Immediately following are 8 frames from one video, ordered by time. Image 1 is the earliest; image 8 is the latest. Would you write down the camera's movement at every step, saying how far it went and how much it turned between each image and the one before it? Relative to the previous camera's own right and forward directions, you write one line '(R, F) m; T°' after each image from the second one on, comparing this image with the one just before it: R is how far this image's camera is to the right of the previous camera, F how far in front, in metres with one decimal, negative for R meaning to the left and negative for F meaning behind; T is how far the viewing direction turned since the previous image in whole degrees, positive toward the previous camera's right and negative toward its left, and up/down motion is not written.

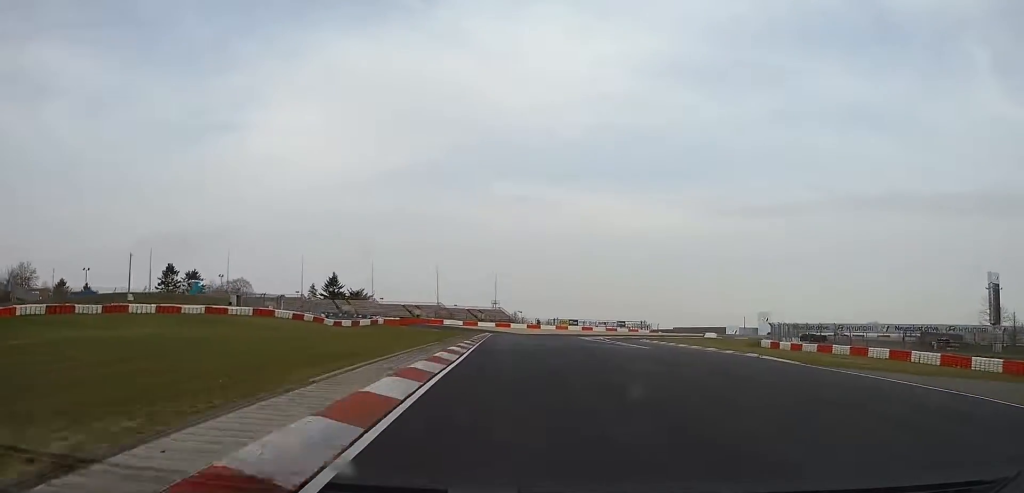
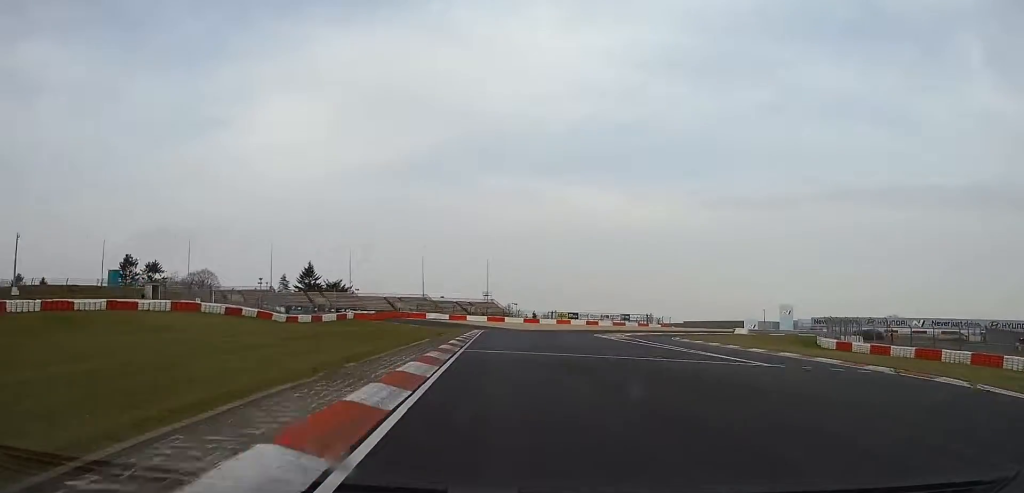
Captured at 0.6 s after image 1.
(+0.8, +21.4) m; +2°
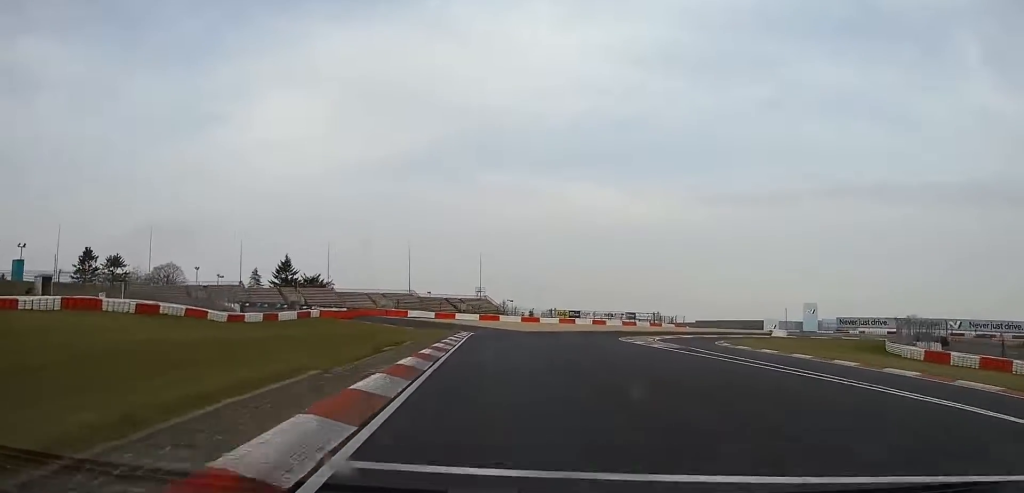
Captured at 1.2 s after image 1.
(+0.3, +18.2) m; +1°
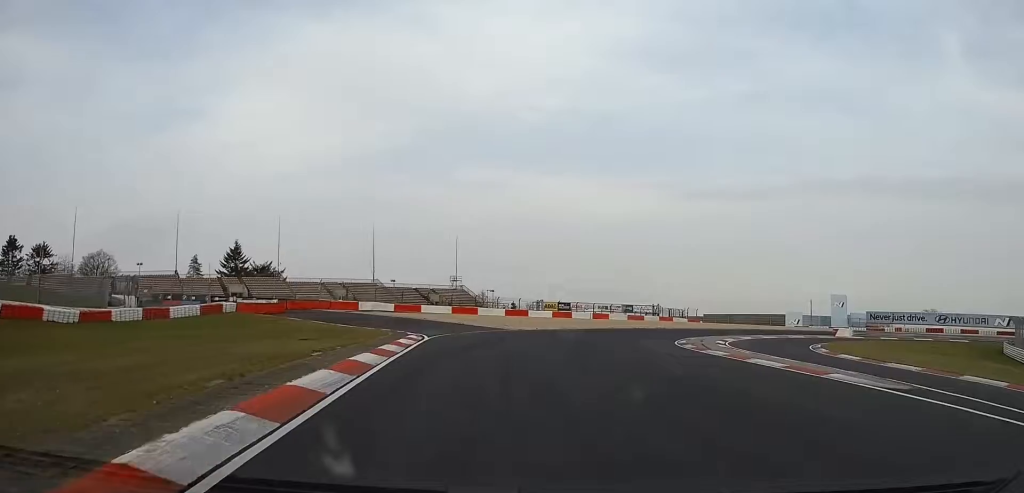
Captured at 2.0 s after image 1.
(+0.1, +25.7) m; +2°
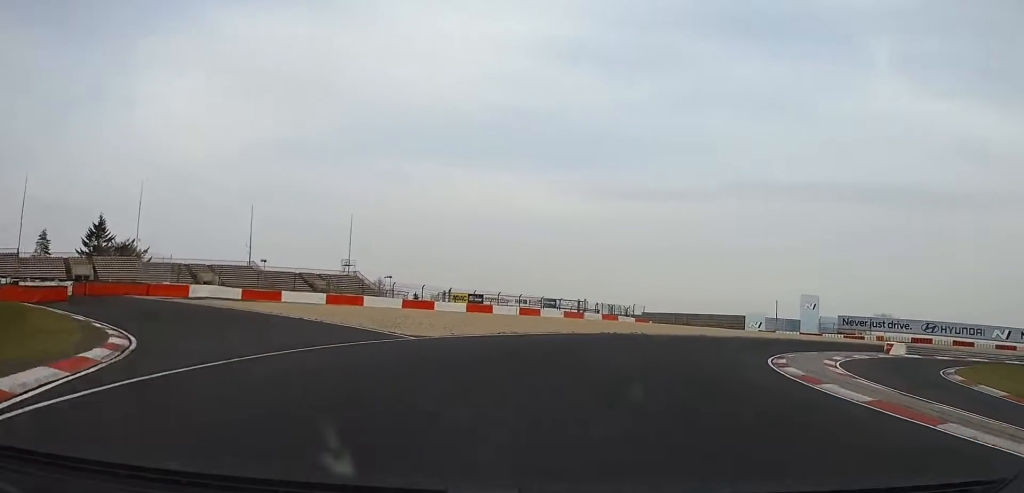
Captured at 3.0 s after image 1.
(+0.9, +28.9) m; +9°
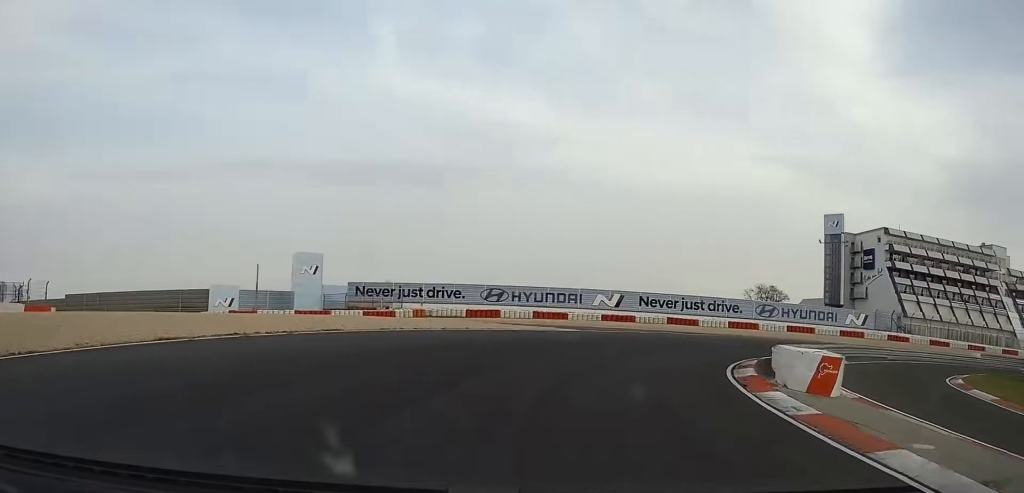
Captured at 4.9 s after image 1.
(+13.3, +40.2) m; +45°
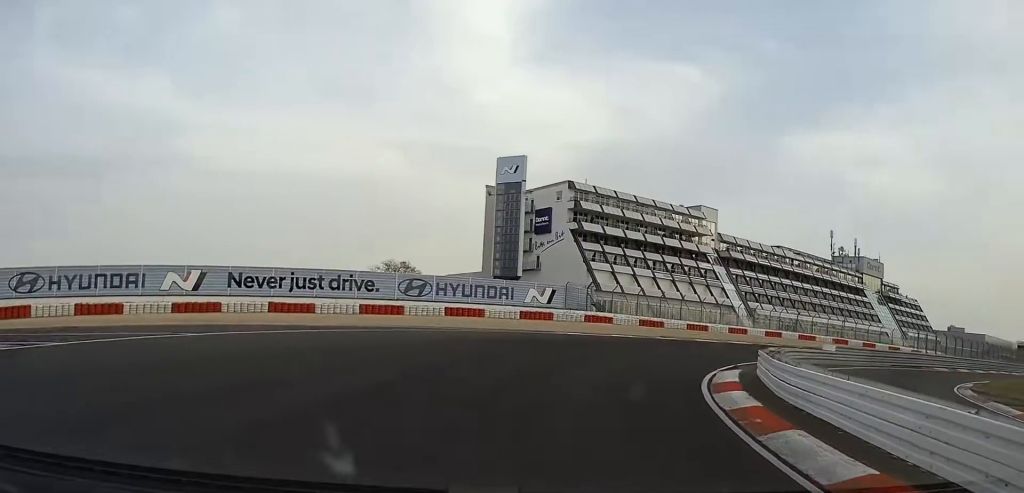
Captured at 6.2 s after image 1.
(+10.4, +27.4) m; +40°
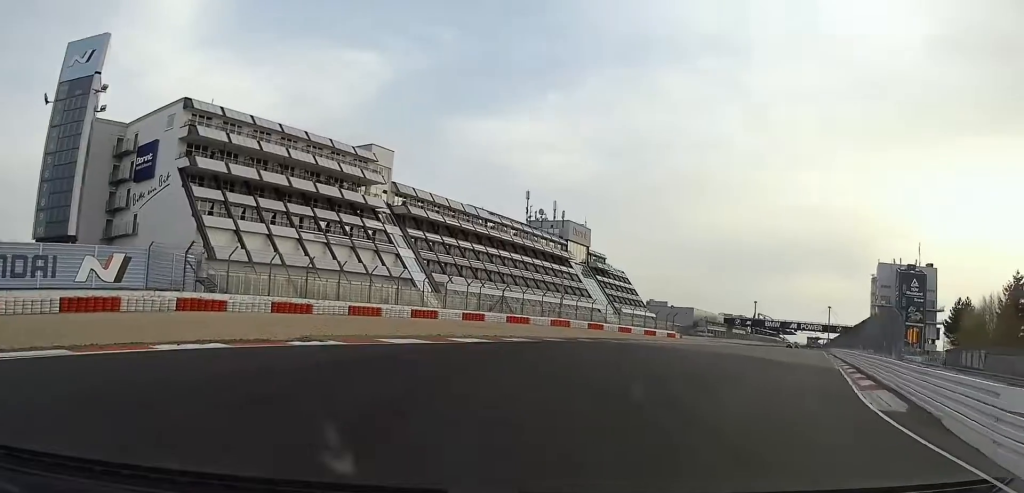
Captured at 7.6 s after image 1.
(+8.9, +31.8) m; +26°
